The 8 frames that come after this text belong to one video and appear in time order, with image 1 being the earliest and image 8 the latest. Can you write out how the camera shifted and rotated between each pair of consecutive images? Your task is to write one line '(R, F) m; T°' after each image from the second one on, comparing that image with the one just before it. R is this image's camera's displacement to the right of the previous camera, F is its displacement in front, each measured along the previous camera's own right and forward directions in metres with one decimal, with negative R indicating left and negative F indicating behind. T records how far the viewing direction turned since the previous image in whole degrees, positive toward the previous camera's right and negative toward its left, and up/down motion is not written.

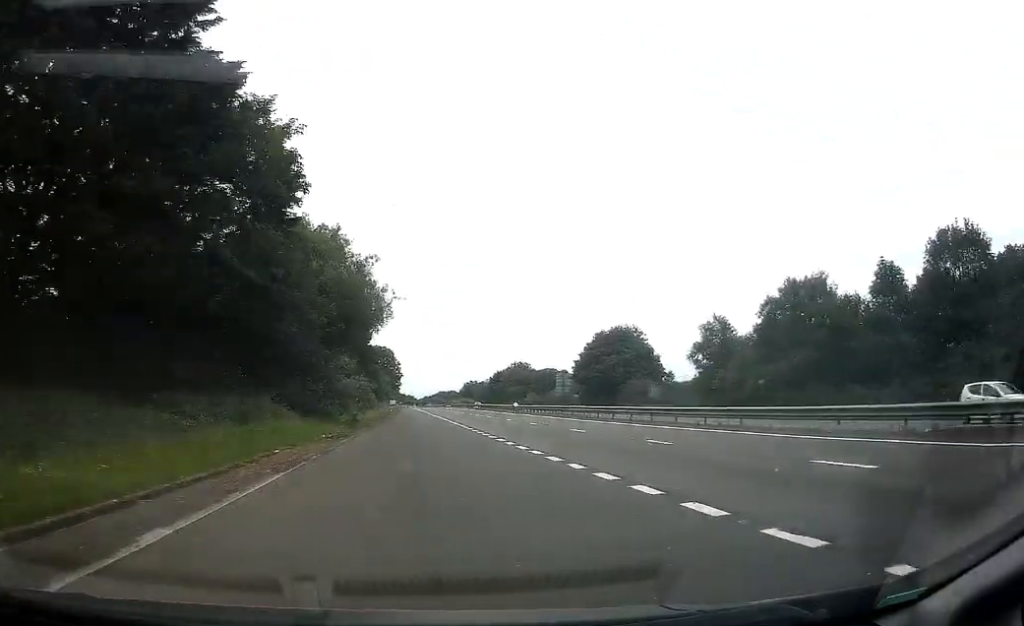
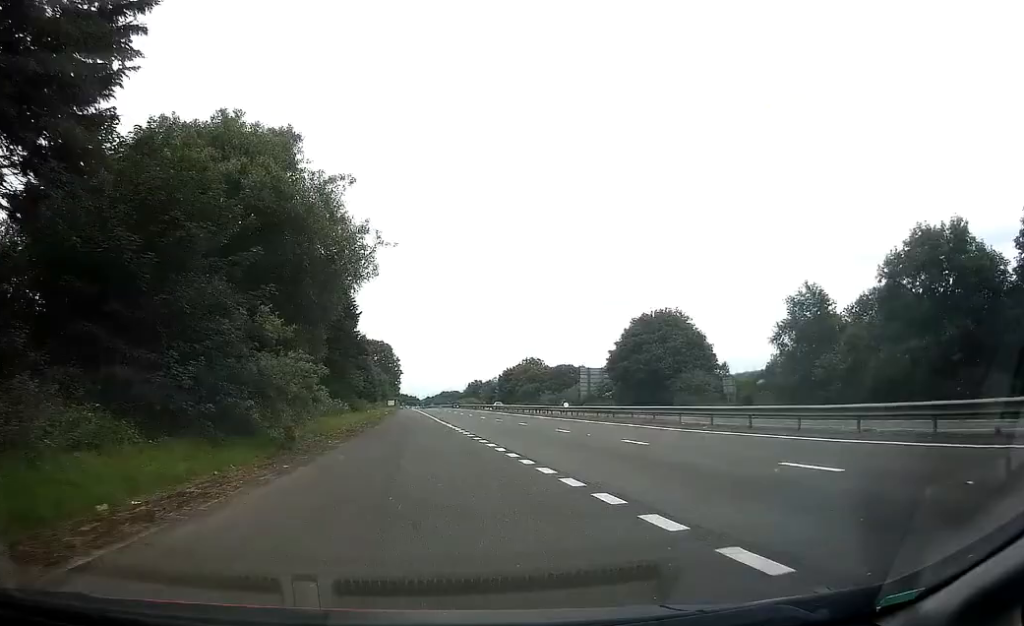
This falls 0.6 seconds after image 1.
(0.0, +18.2) m; 0°
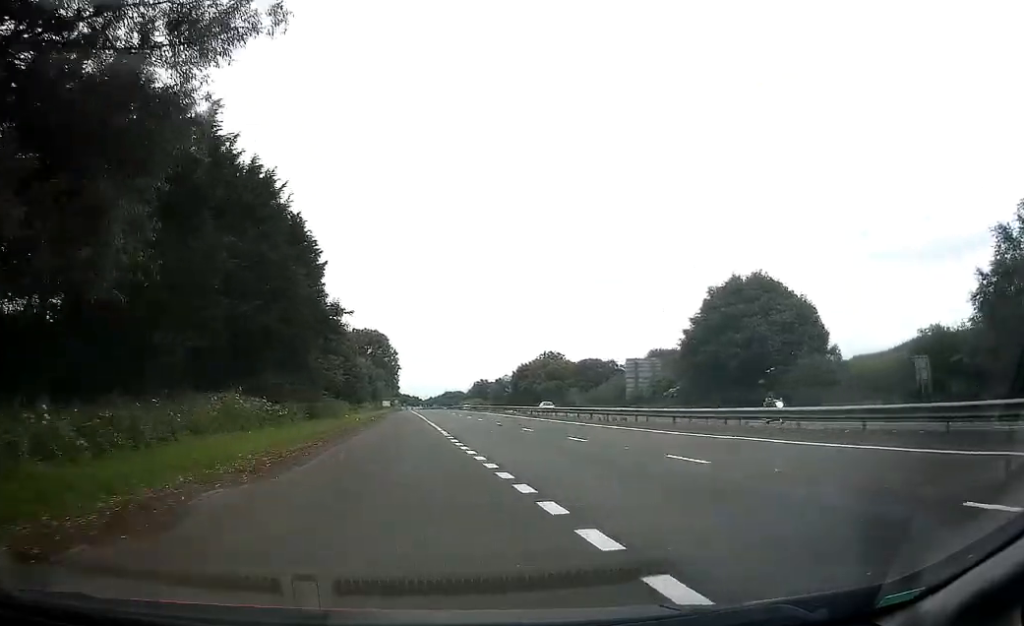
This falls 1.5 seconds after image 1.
(0.0, +24.1) m; 0°
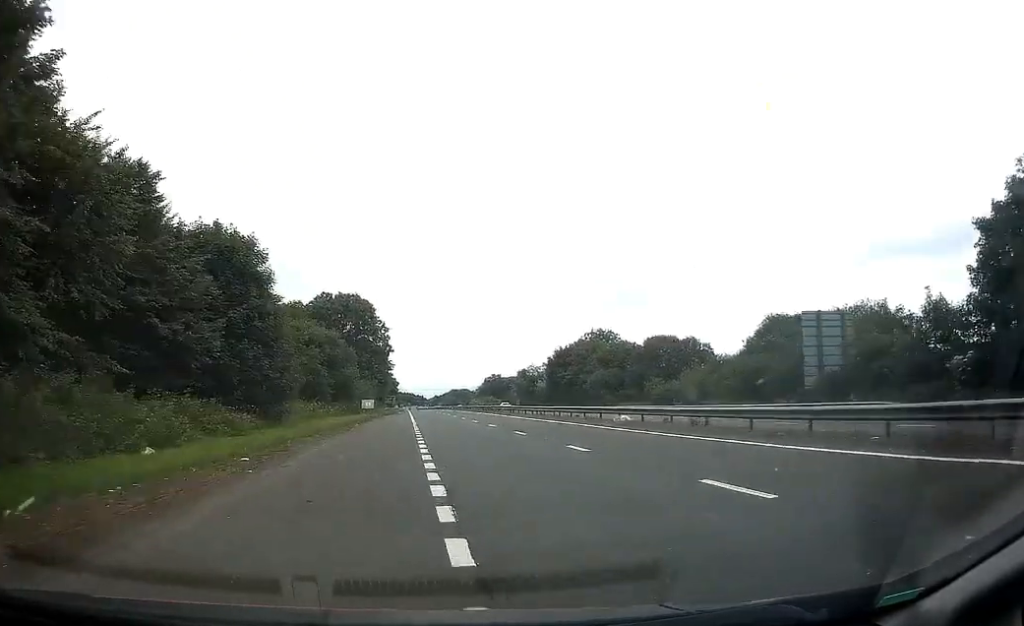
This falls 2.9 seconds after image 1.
(-0.1, +40.5) m; 0°
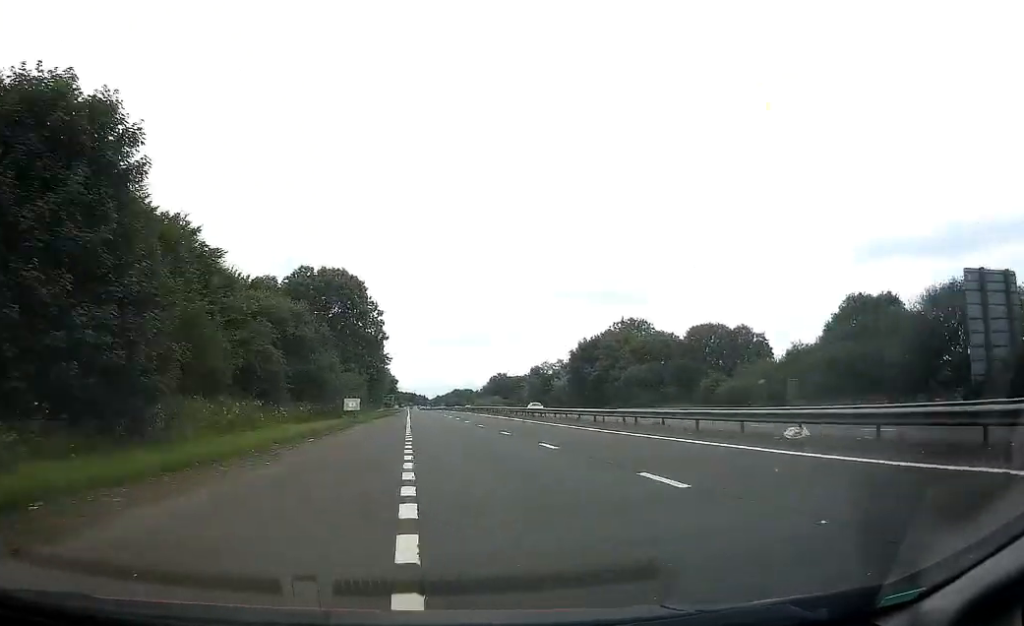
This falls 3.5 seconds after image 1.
(0.0, +16.5) m; 0°
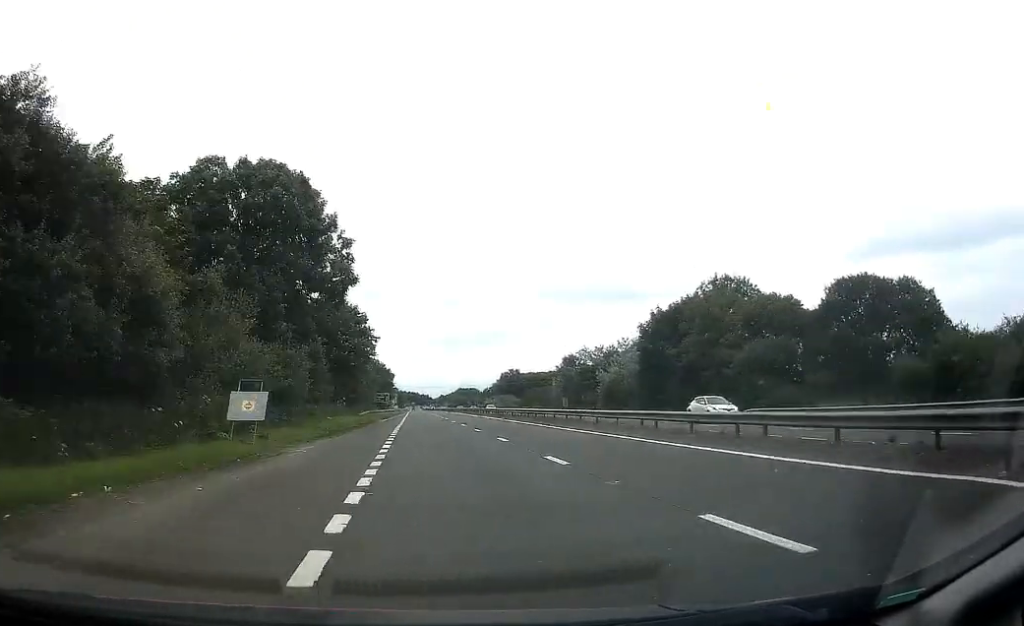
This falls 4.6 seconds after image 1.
(+0.1, +32.0) m; -1°
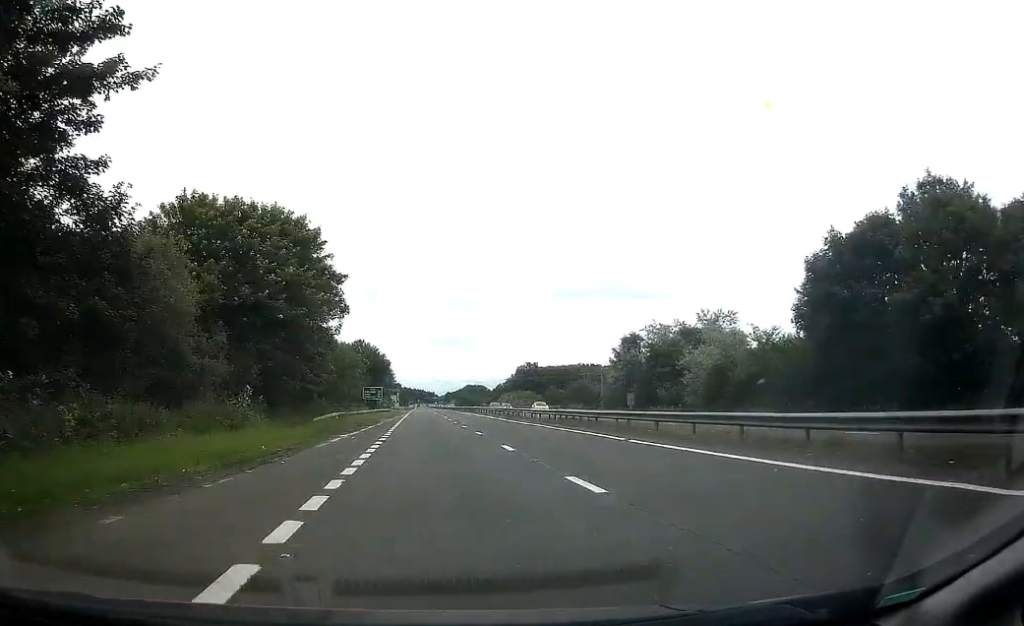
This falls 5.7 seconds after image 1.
(-0.3, +30.9) m; -1°
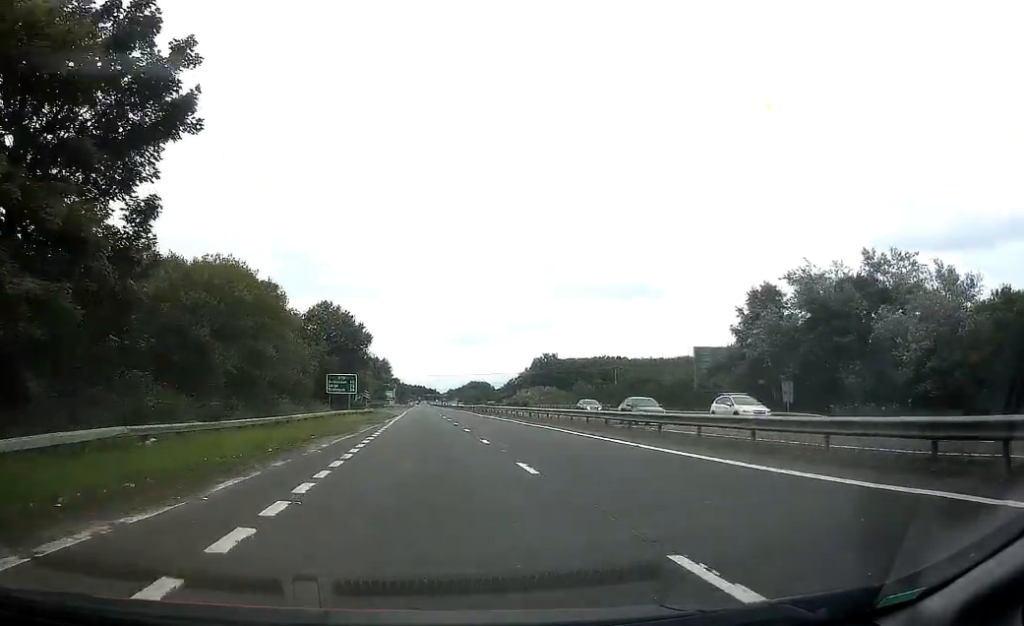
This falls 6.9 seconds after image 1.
(-0.2, +33.9) m; -1°
